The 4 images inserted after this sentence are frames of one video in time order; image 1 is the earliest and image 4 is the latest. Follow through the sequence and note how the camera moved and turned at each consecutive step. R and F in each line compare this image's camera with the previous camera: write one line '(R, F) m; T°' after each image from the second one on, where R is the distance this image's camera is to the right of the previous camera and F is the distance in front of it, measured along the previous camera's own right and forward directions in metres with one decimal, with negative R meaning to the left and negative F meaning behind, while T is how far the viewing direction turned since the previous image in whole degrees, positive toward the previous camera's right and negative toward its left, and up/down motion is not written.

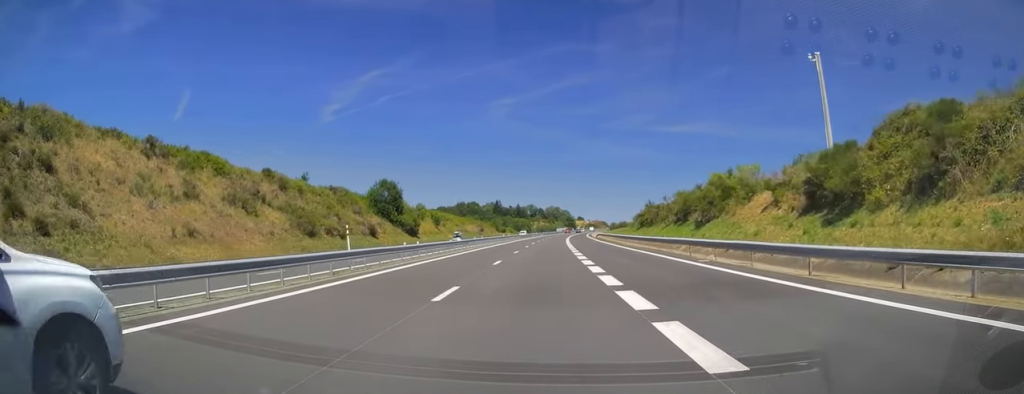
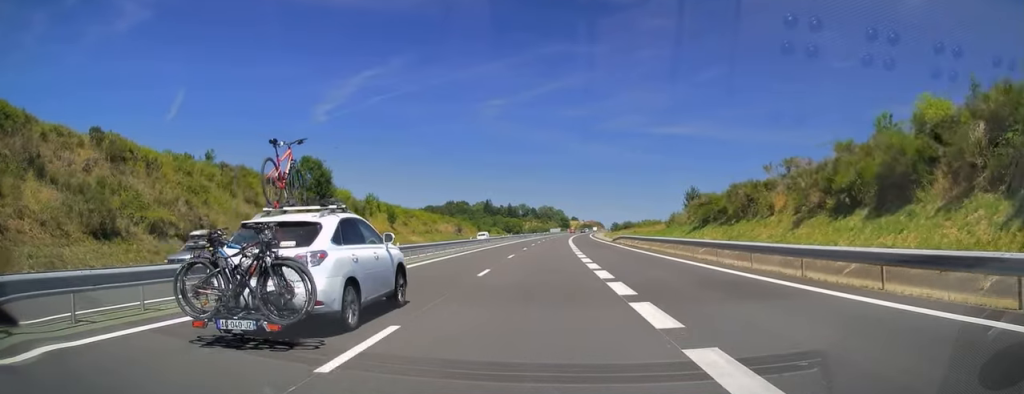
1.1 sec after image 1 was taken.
(+0.3, +32.3) m; +1°
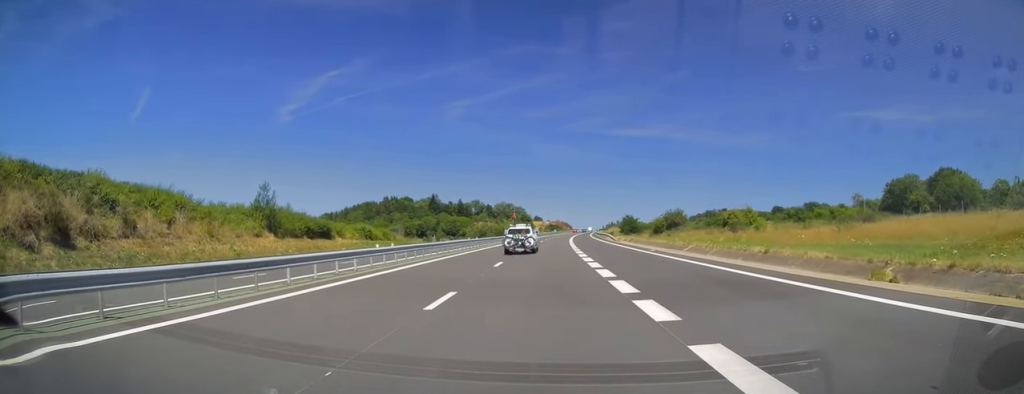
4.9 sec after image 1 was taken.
(+2.2, +112.8) m; +3°
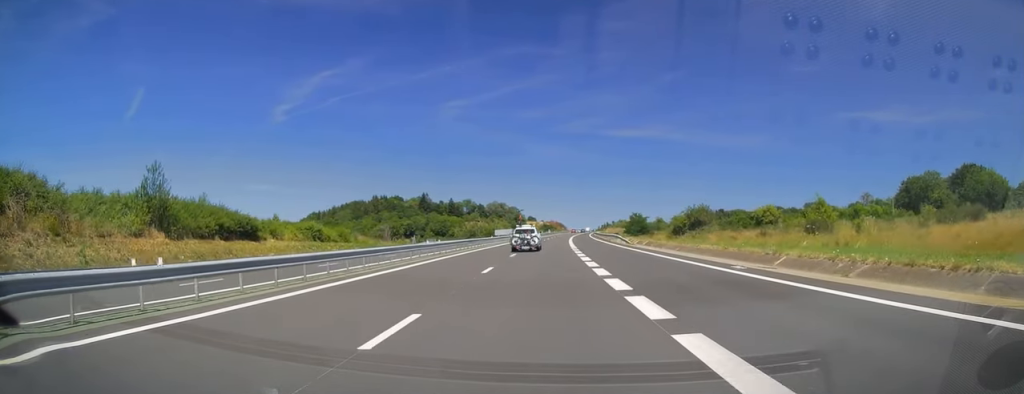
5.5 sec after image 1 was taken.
(+0.1, +16.8) m; +1°
